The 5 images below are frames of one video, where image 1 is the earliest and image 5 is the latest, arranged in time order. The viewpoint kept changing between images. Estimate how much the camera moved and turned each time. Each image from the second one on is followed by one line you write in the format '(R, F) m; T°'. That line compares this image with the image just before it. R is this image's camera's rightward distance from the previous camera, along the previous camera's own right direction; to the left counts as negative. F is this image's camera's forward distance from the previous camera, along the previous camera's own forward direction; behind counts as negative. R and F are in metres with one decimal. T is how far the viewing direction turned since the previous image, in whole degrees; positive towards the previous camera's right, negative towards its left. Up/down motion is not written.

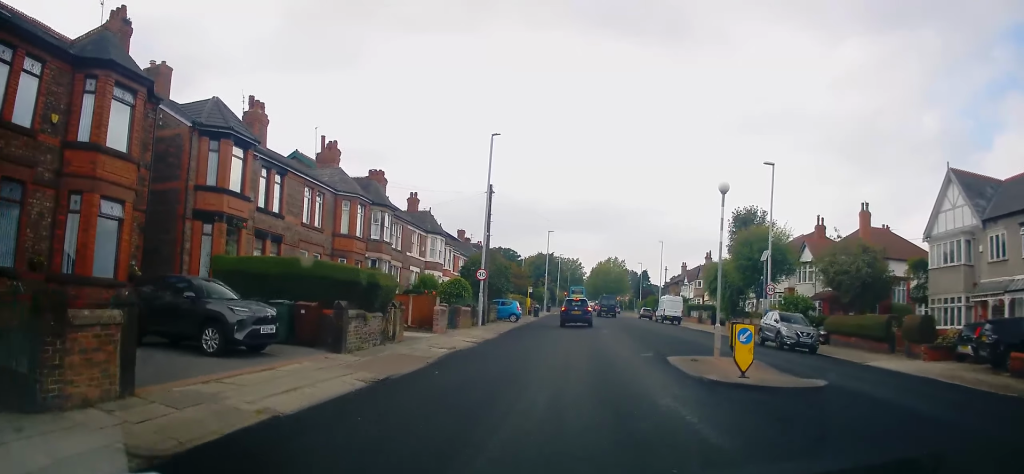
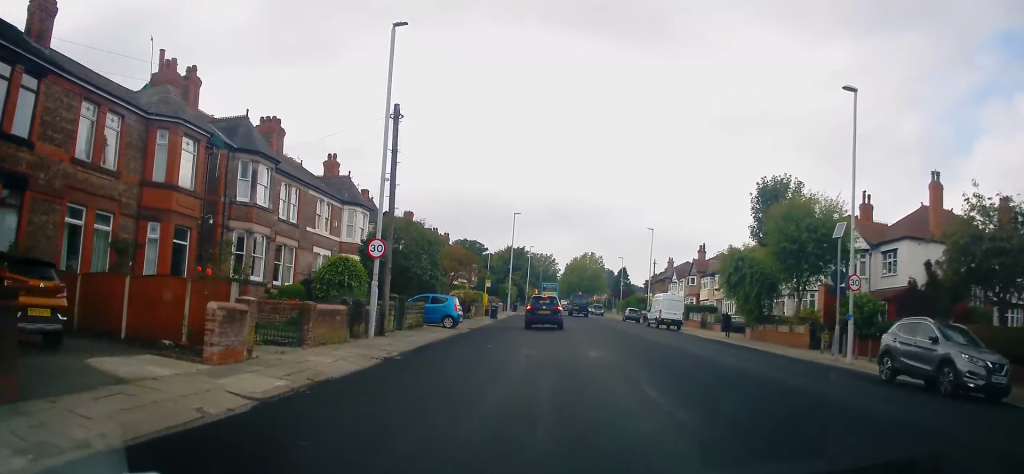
(-0.1, +13.8) m; +1°
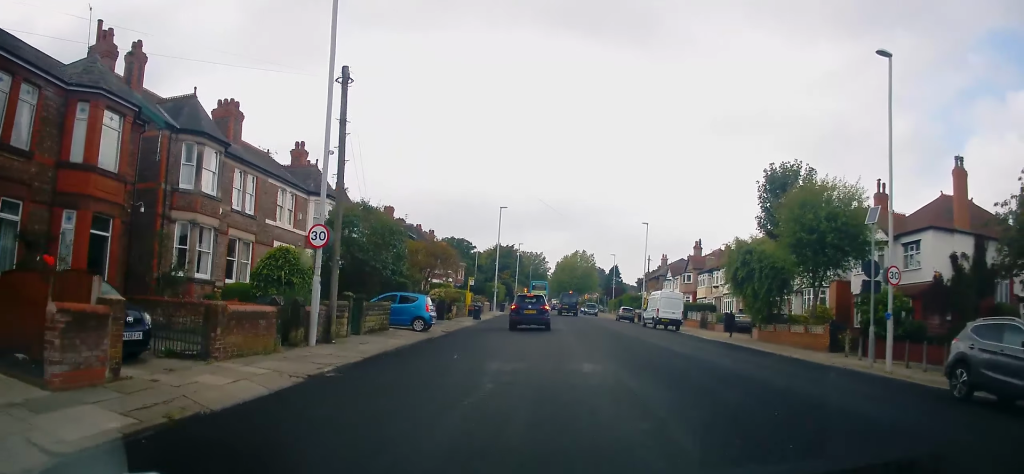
(+0.2, +3.6) m; +2°
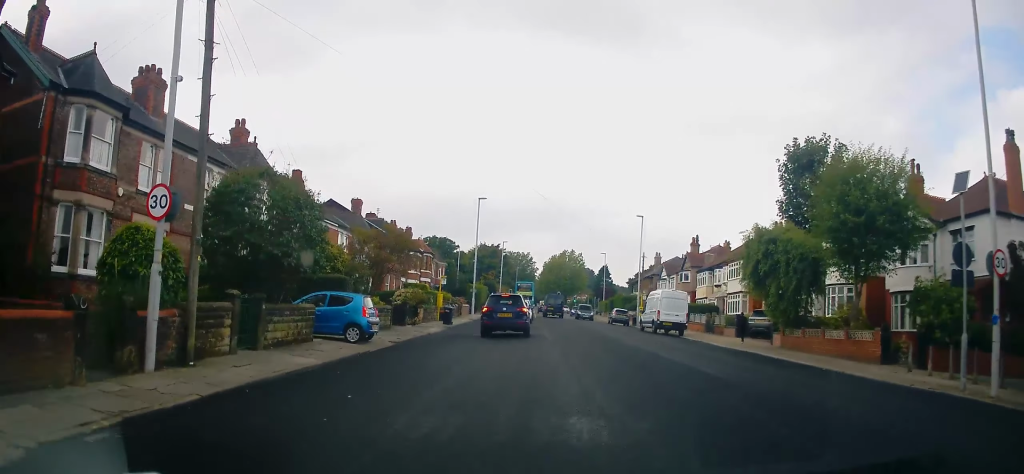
(+0.1, +5.8) m; +1°
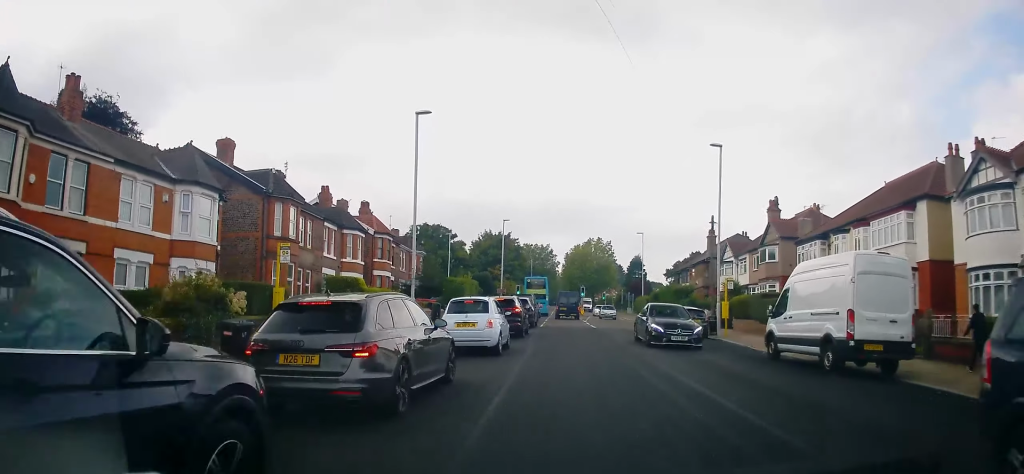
(-0.6, +24.3) m; -4°
